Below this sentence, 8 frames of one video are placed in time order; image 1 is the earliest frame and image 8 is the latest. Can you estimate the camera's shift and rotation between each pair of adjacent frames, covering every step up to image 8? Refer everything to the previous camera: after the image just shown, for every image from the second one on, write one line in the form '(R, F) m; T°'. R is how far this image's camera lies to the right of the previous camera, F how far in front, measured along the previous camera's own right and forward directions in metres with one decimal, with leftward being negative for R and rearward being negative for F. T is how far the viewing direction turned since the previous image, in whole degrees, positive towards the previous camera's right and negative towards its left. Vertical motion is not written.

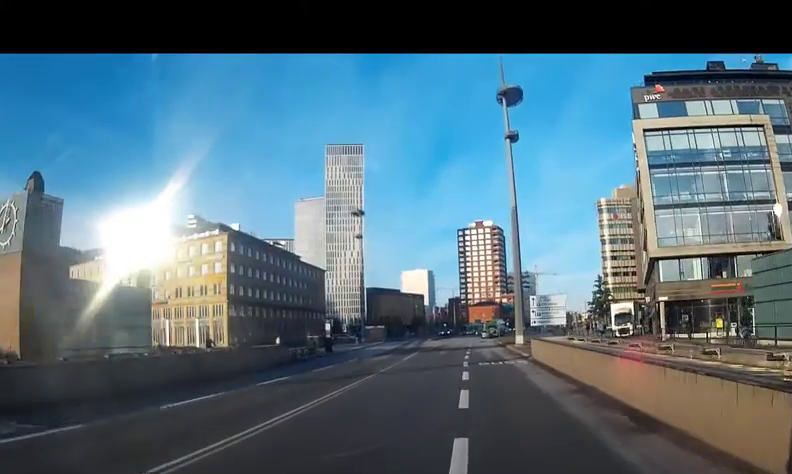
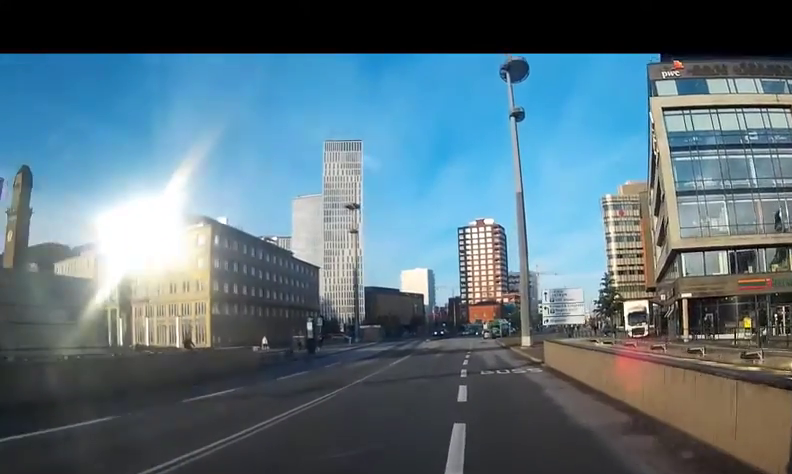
(0.0, +5.3) m; 0°
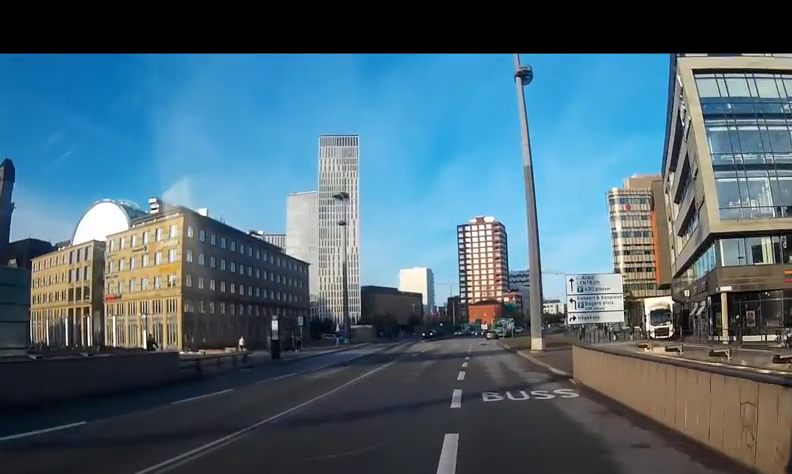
(0.0, +7.2) m; 0°
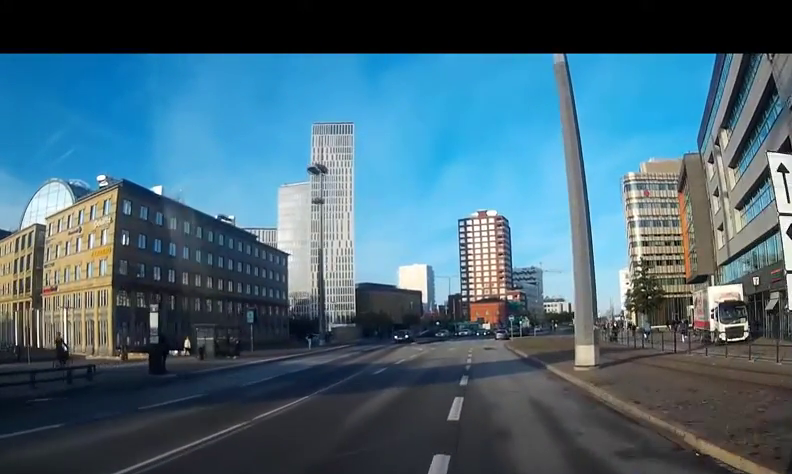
(+0.1, +14.5) m; +2°
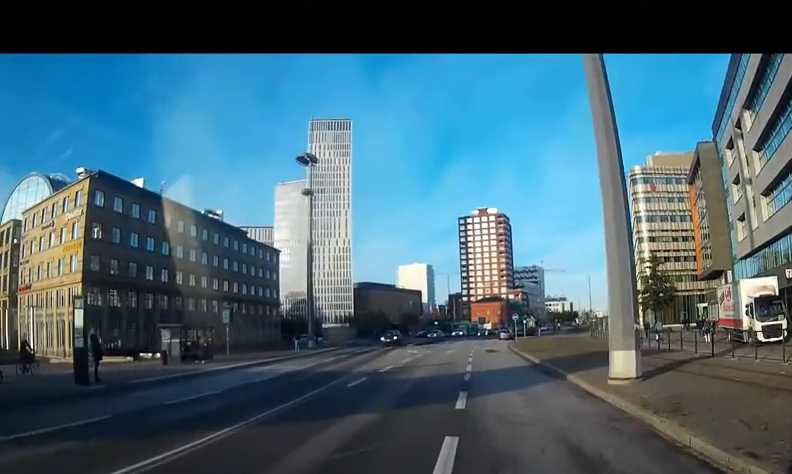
(0.0, +4.9) m; +1°
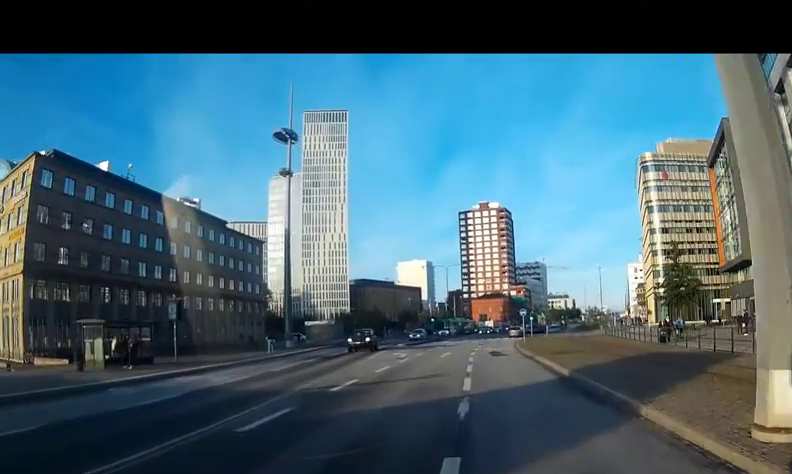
(+0.3, +7.8) m; -1°
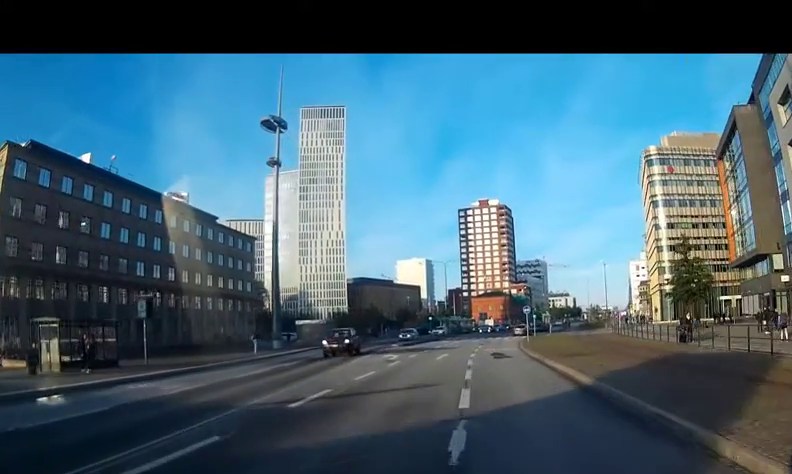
(-0.2, +3.8) m; -1°
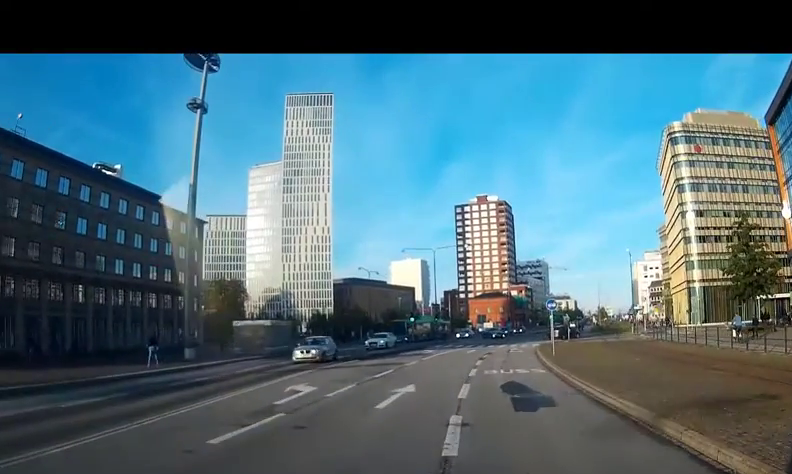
(-0.1, +15.6) m; -1°
